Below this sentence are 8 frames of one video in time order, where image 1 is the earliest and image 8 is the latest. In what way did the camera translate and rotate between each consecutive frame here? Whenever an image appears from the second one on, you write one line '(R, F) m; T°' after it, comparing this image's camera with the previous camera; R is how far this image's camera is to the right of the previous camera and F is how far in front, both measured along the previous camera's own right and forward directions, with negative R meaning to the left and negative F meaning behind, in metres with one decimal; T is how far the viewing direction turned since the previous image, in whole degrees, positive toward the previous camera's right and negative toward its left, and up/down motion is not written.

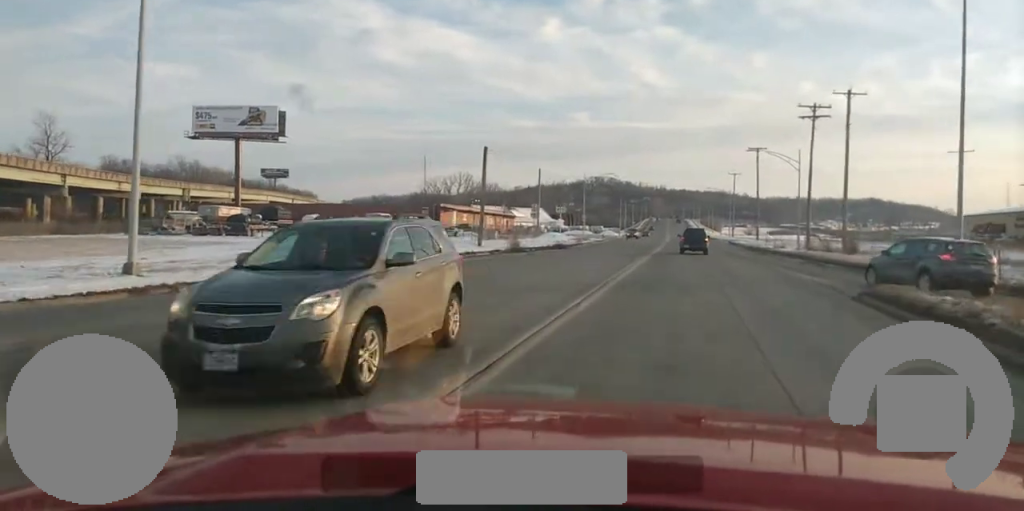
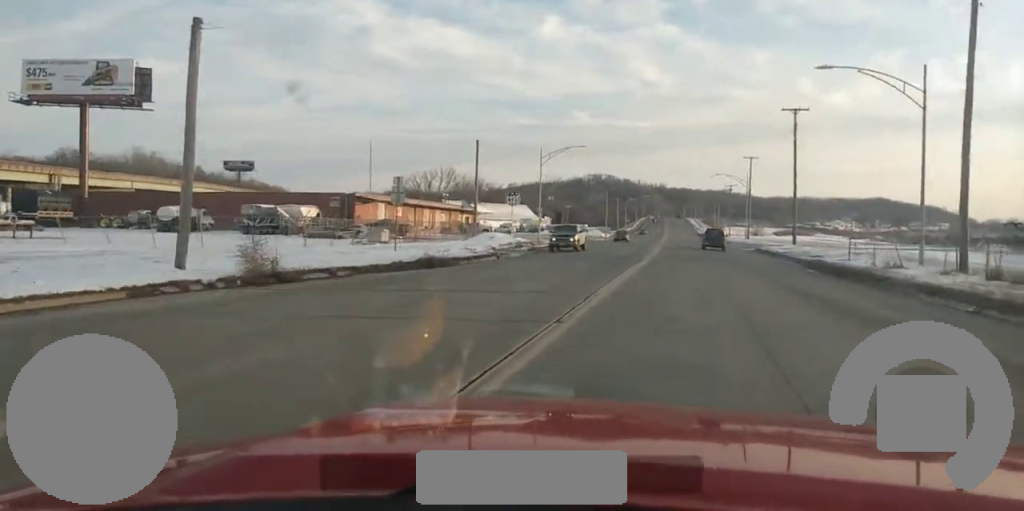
(-3.2, +34.9) m; -6°
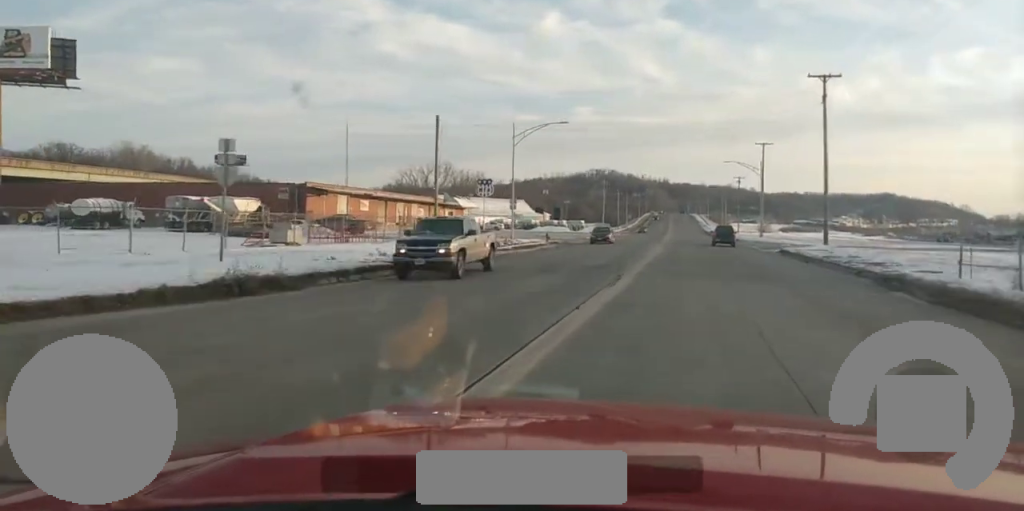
(0.0, +14.6) m; -2°
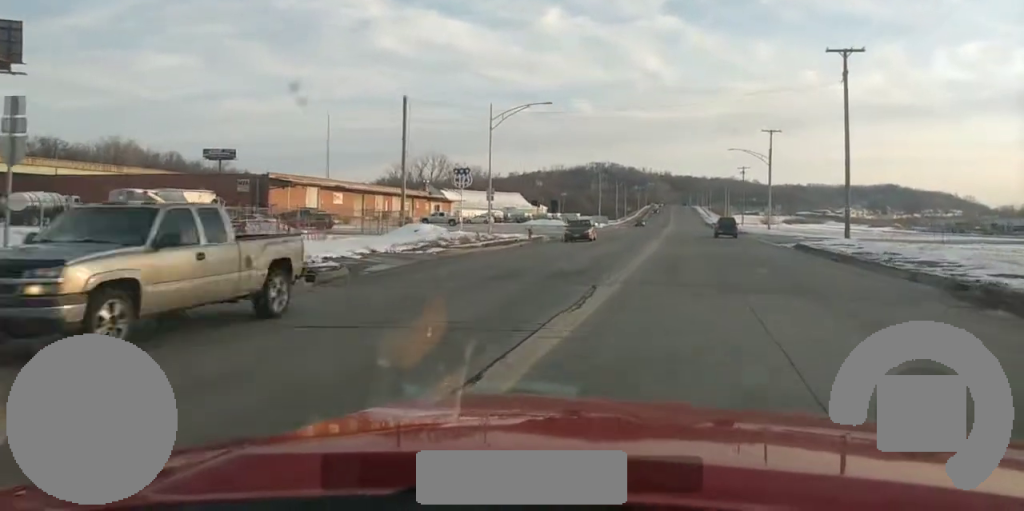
(-0.3, +7.4) m; 0°
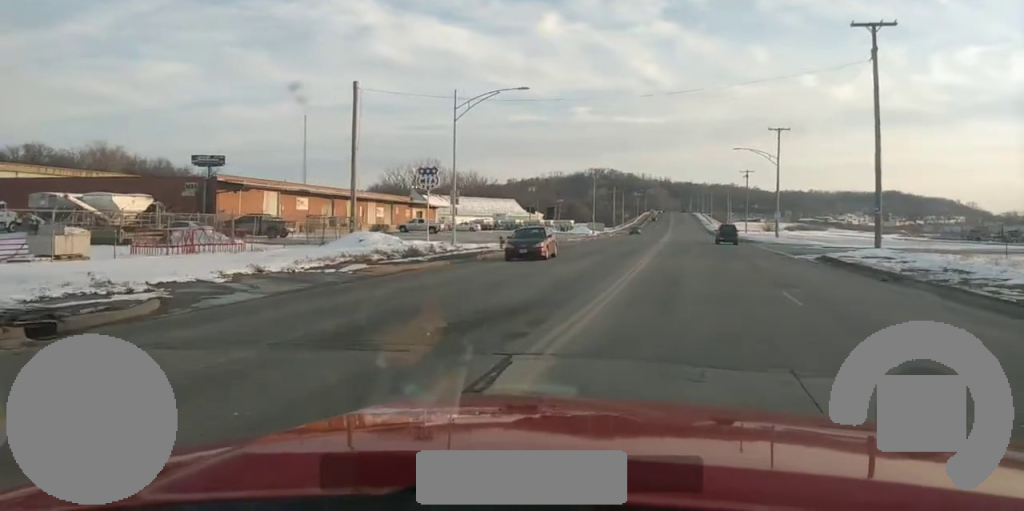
(-0.3, +8.6) m; 0°
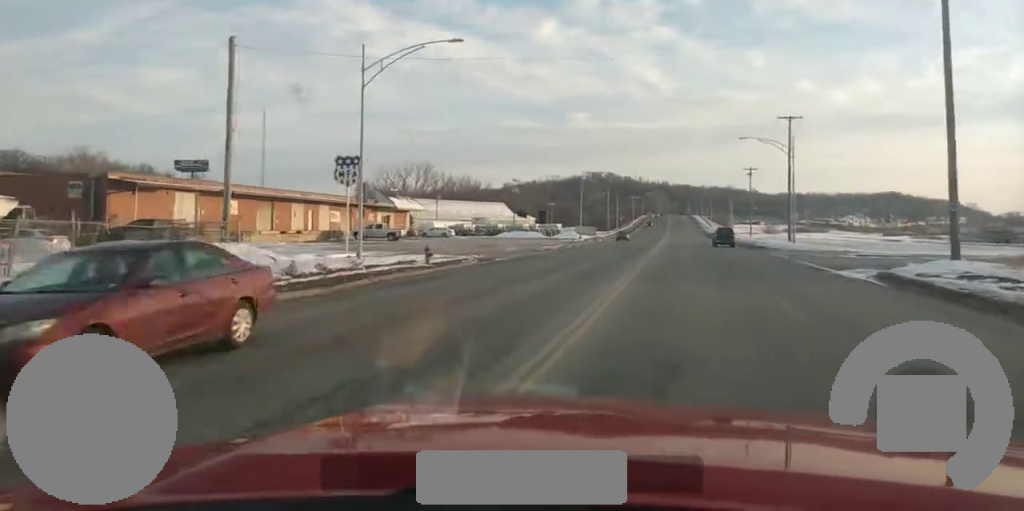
(+0.5, +13.4) m; +2°
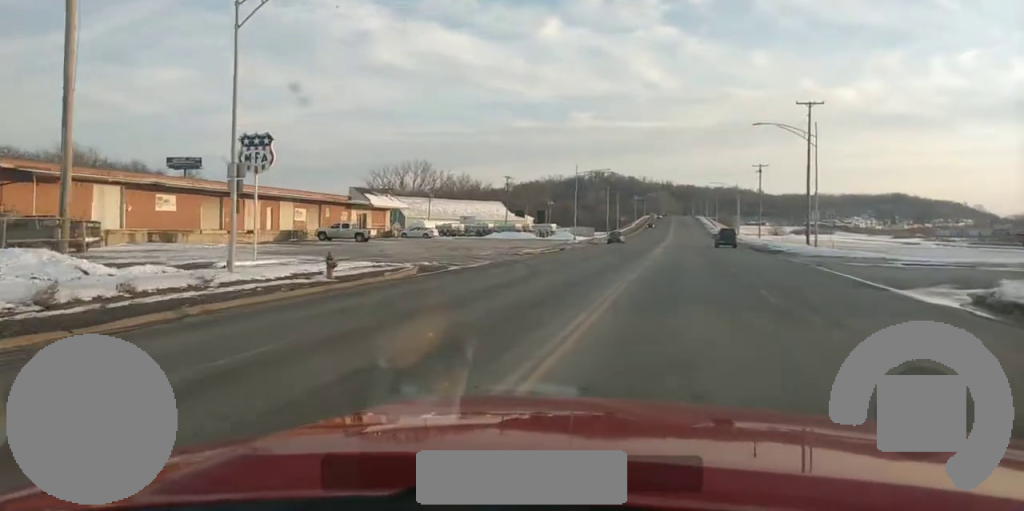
(+0.1, +9.8) m; +1°
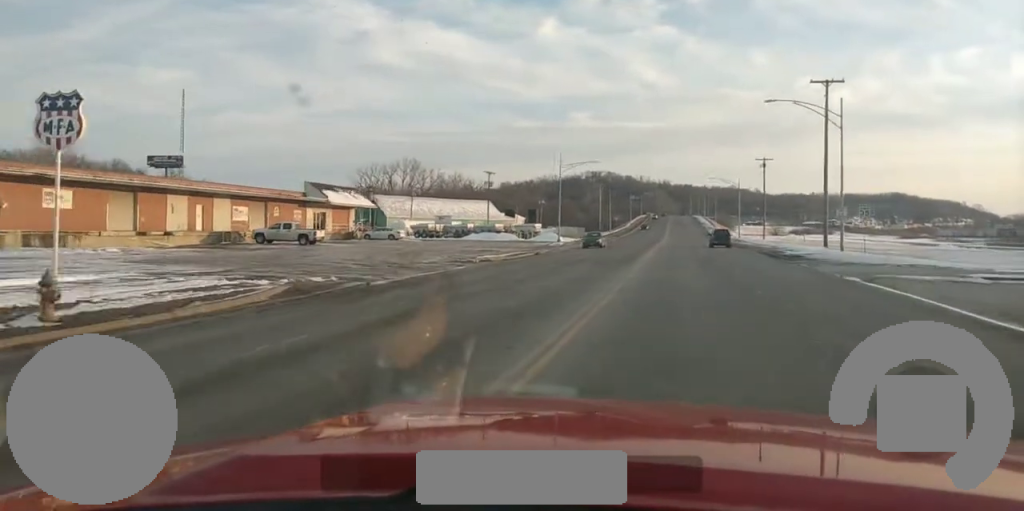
(0.0, +10.6) m; 0°
